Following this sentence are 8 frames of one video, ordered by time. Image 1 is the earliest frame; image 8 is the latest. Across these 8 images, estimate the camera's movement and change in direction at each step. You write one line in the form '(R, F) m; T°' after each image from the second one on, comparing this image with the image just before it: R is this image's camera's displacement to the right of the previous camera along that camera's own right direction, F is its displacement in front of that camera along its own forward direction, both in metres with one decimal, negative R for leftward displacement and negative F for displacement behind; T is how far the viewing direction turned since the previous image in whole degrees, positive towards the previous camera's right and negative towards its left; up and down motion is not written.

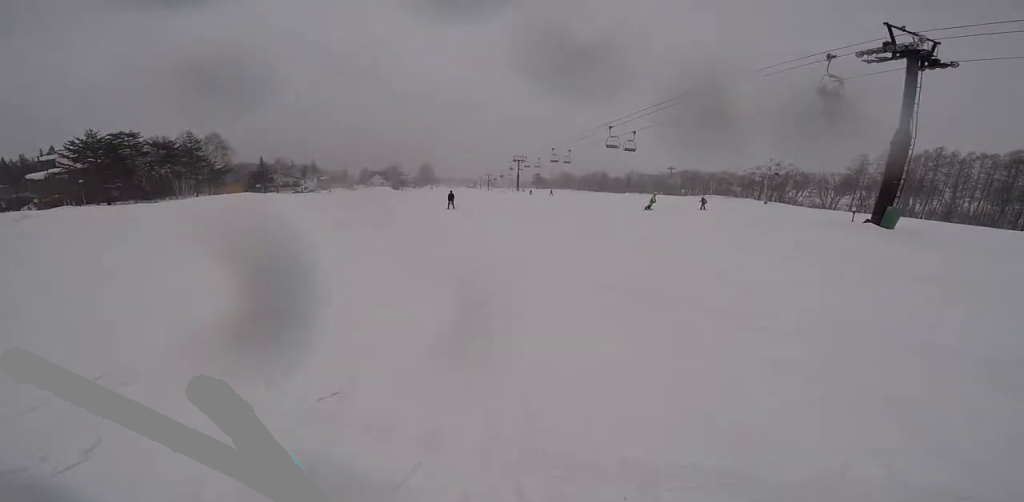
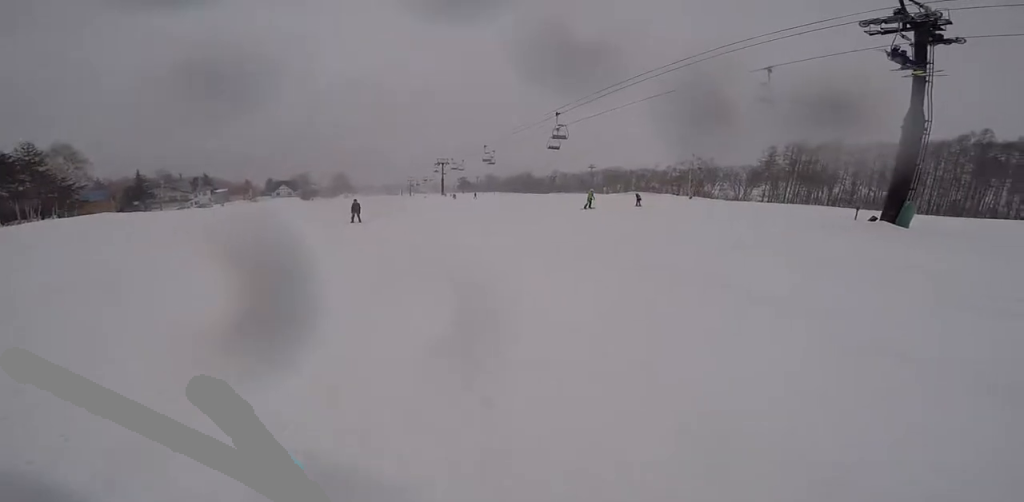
(0.0, +6.7) m; 0°
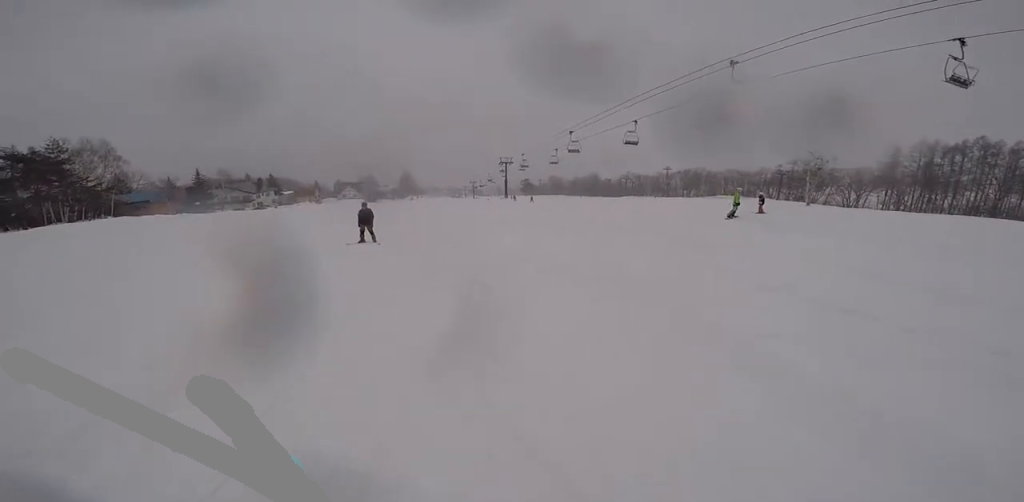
(0.0, +12.1) m; 0°
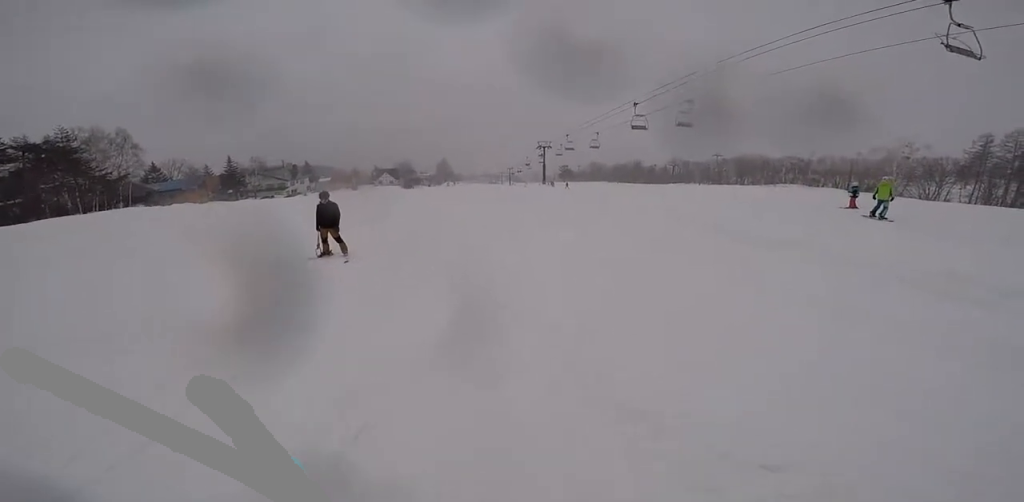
(0.0, +6.3) m; -3°
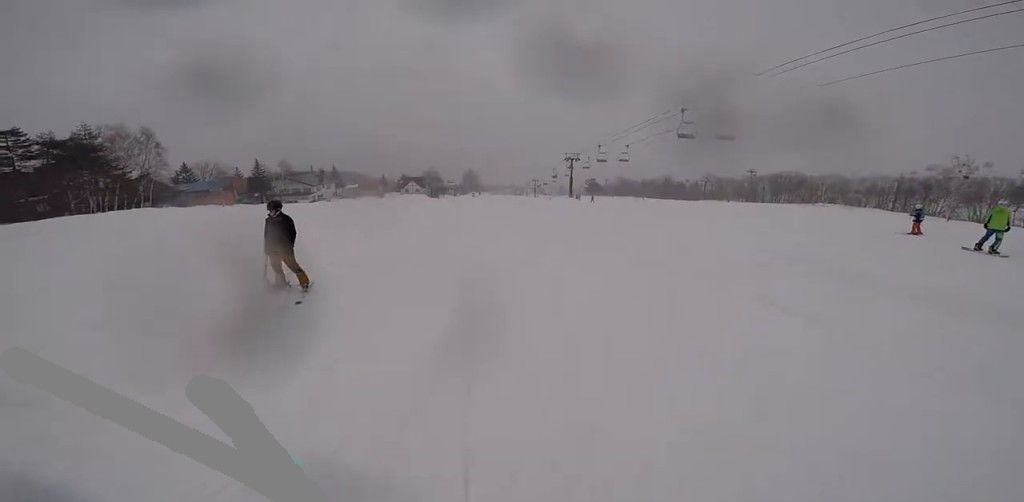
(+0.2, +3.0) m; -4°
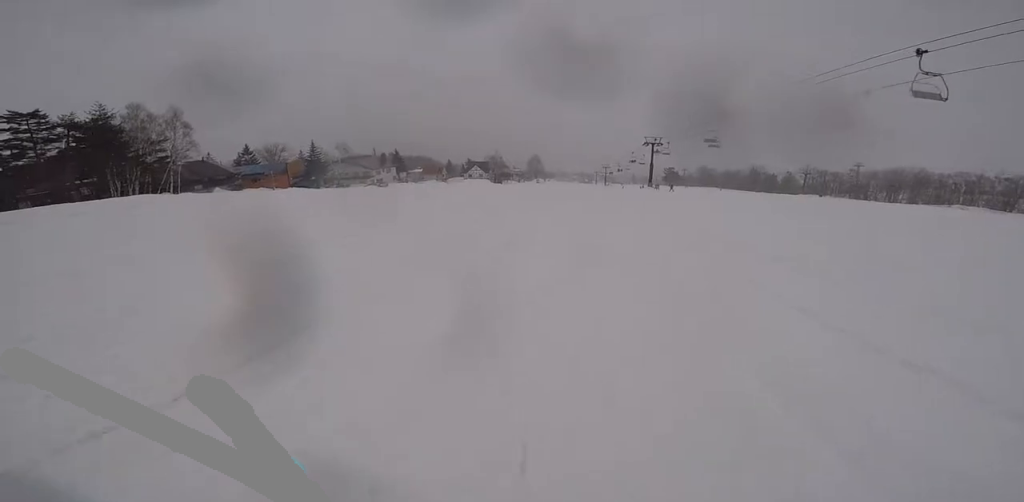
(-1.6, +9.9) m; -12°
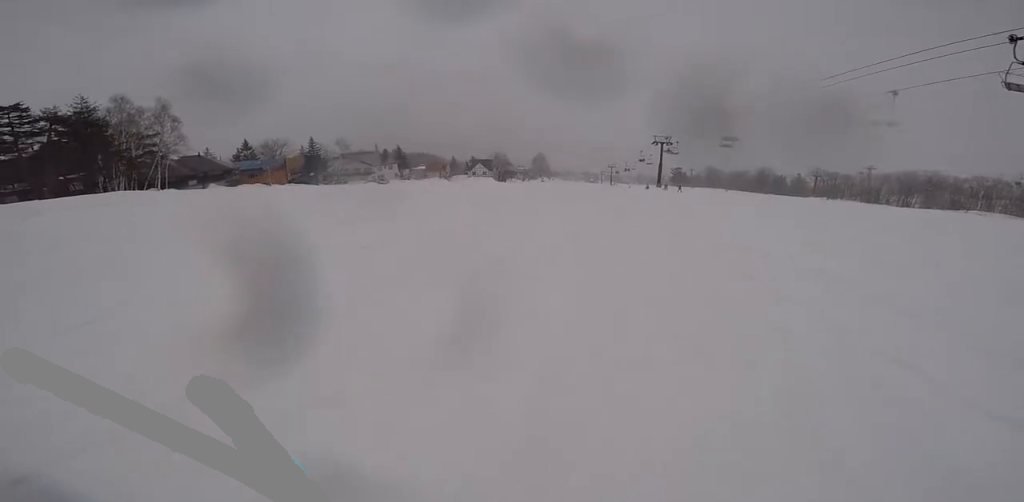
(0.0, +2.5) m; 0°
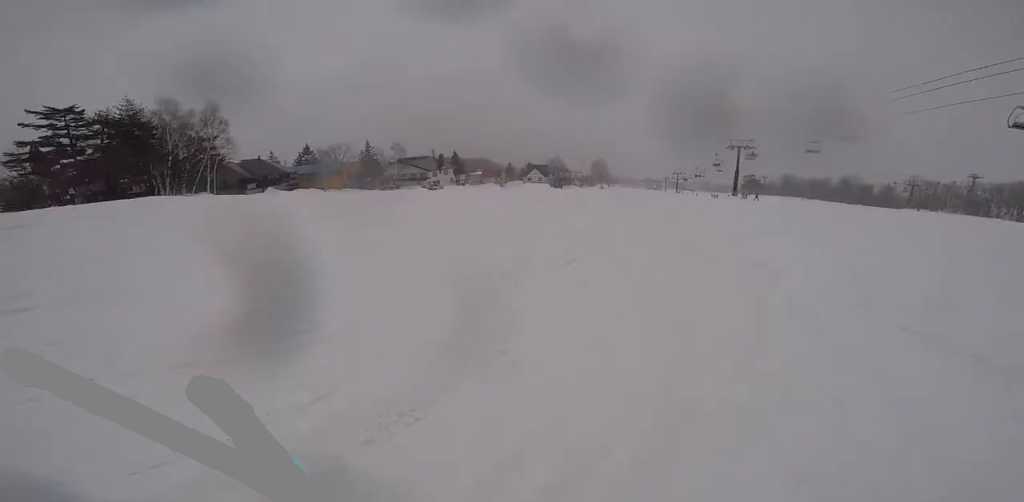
(0.0, +4.7) m; -10°
